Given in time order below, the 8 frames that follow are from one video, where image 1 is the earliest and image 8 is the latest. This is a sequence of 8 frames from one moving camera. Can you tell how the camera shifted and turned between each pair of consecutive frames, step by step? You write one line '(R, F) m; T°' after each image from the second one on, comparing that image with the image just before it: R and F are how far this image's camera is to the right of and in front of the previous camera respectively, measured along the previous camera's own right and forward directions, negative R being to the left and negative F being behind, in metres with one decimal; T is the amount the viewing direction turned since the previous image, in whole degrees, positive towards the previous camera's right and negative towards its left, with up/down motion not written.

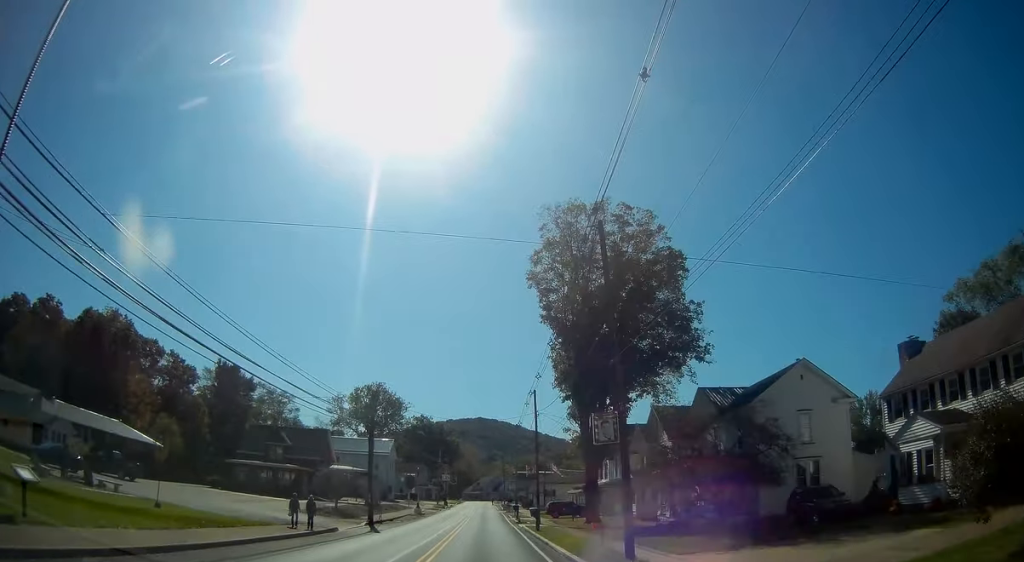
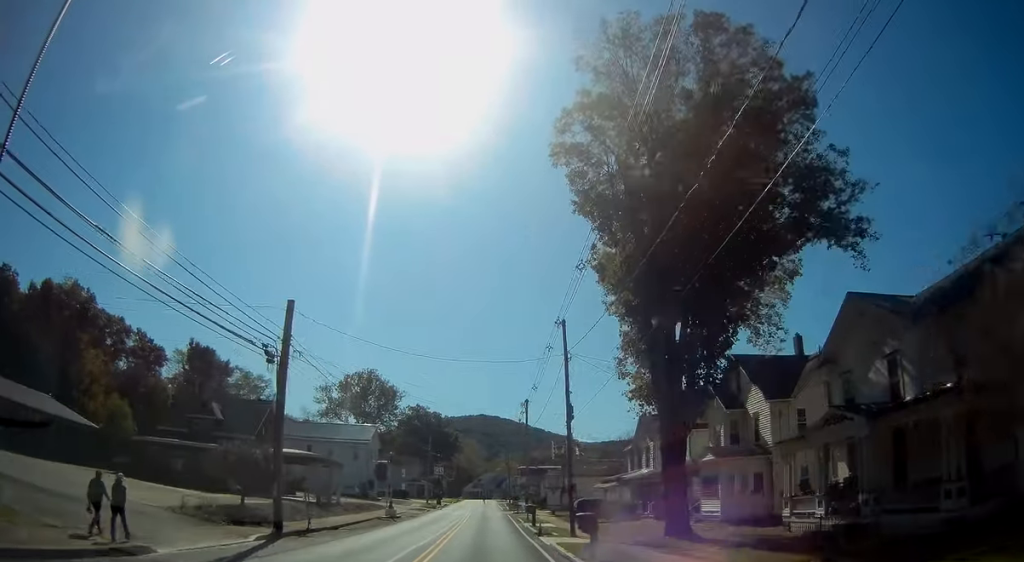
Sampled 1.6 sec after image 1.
(-0.3, +18.9) m; -2°
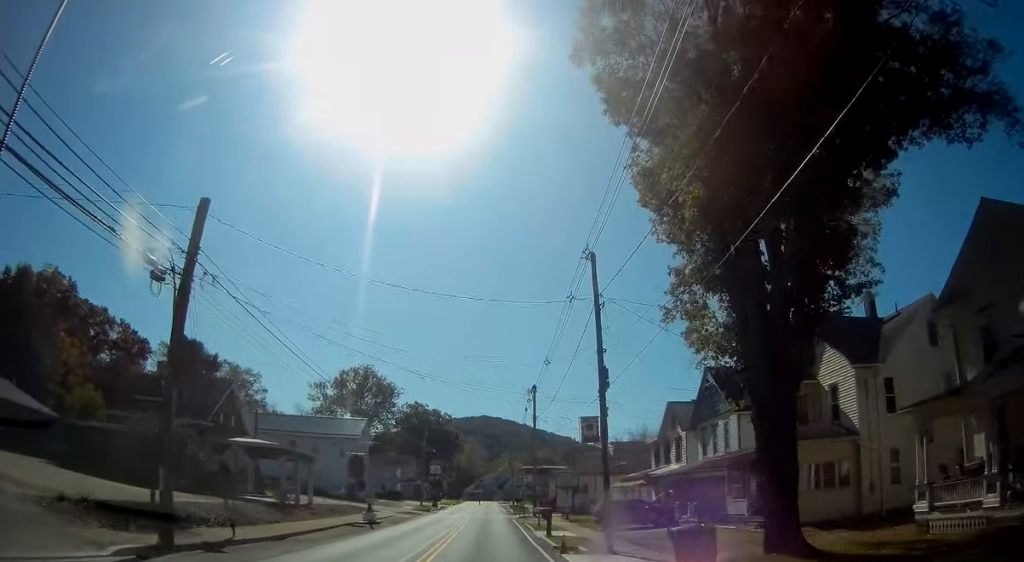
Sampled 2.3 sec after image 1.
(-0.2, +8.7) m; 0°
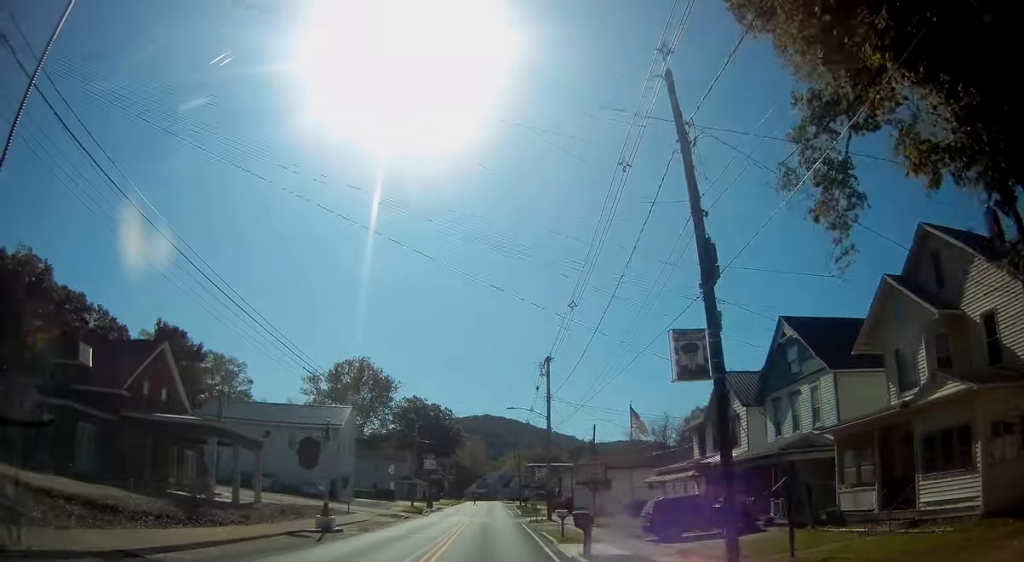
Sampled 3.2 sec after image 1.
(+0.3, +10.7) m; +2°
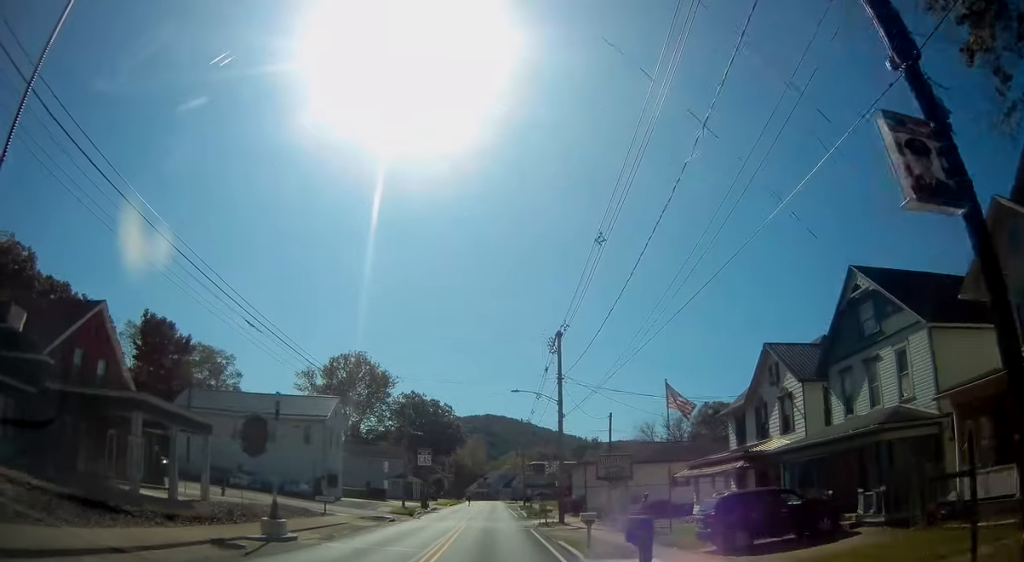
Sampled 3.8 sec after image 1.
(0.0, +6.6) m; -1°
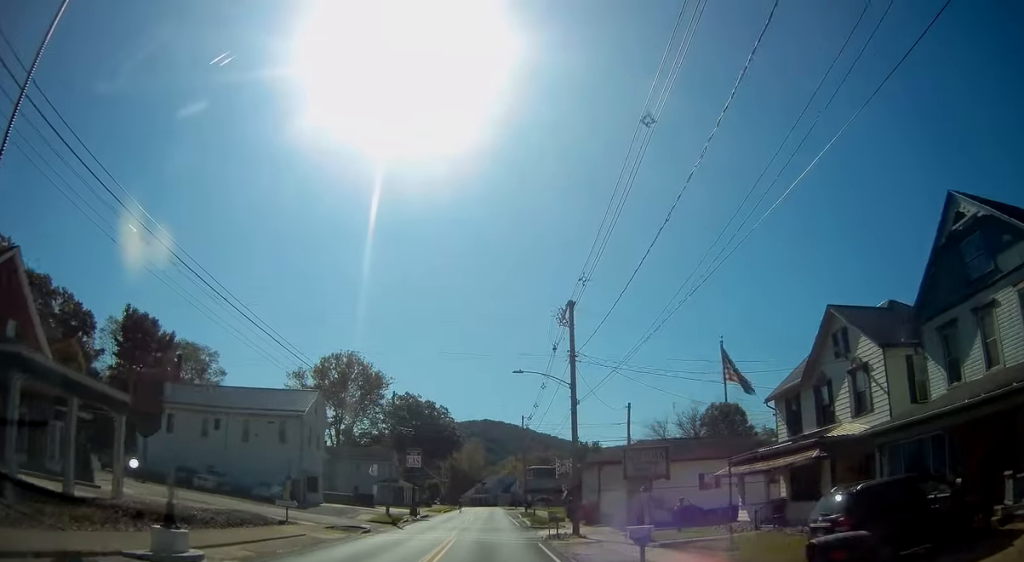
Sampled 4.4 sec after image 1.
(0.0, +7.0) m; -1°
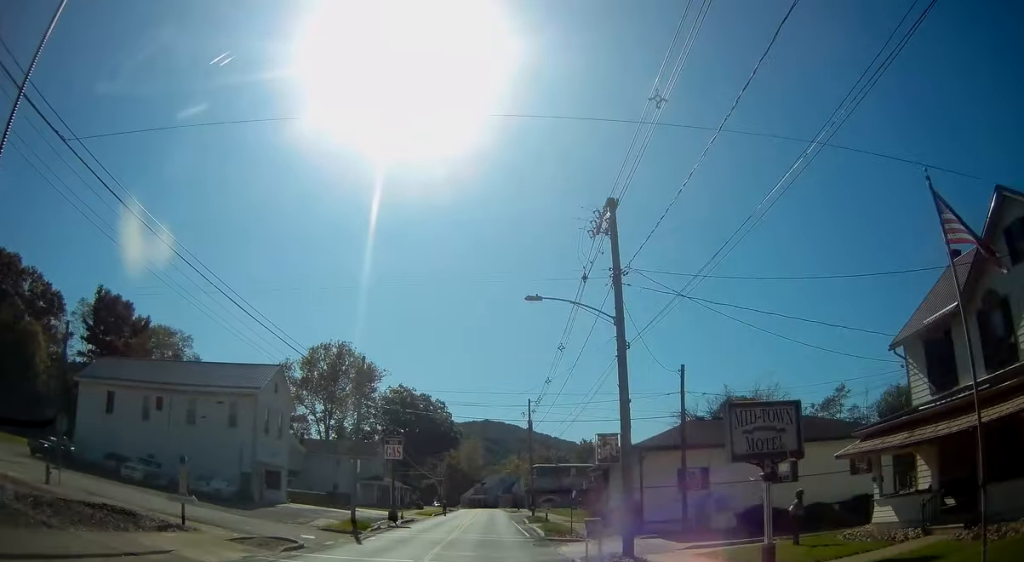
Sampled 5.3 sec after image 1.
(-0.2, +11.1) m; 0°
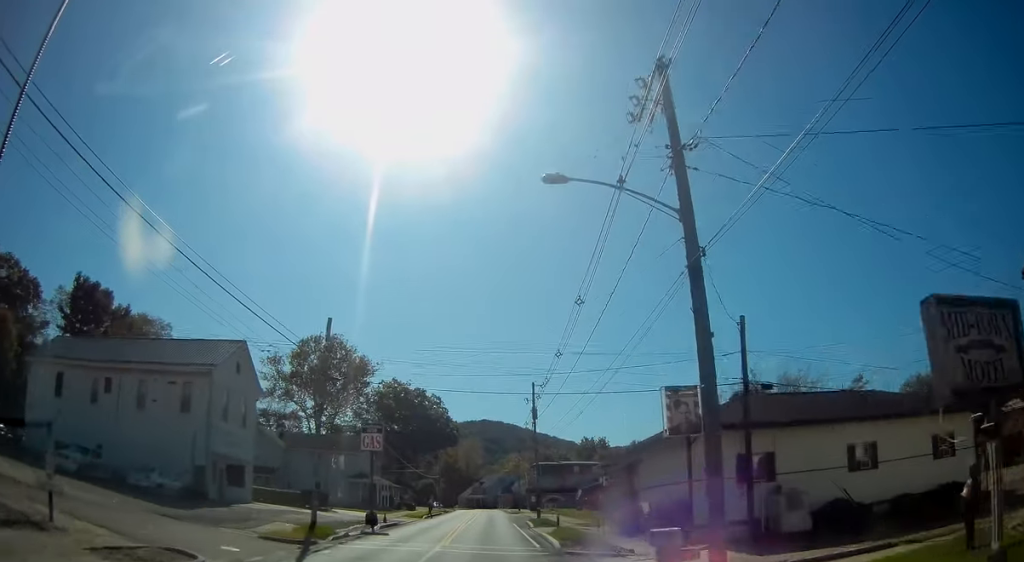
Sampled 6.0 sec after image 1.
(+0.2, +7.2) m; +1°
